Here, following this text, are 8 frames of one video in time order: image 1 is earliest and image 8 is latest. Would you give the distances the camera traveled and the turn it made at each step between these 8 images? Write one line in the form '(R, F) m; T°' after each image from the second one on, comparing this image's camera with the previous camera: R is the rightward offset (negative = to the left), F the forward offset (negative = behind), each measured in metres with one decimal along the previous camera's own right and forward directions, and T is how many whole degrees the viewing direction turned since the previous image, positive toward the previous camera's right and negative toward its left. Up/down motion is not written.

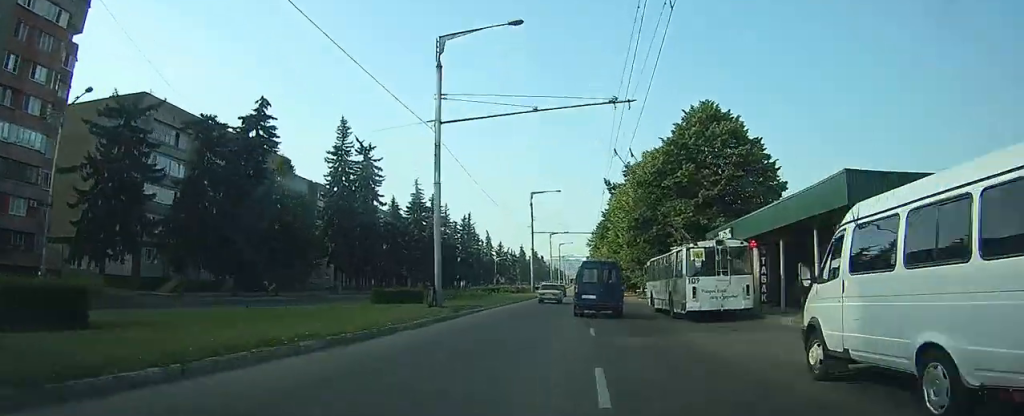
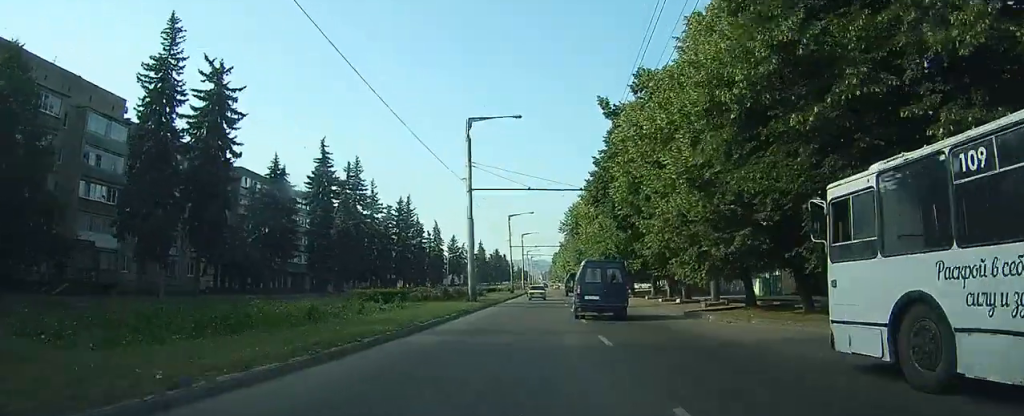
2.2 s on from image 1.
(+0.2, +29.7) m; +2°
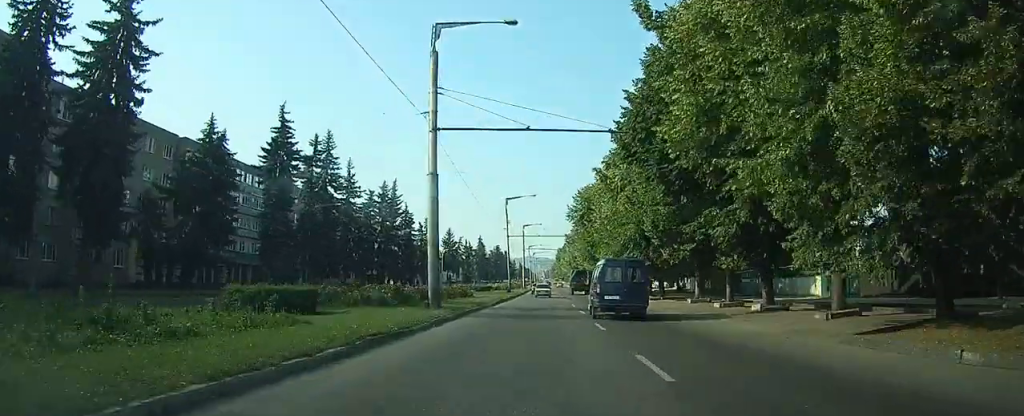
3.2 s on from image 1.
(+0.1, +13.4) m; 0°
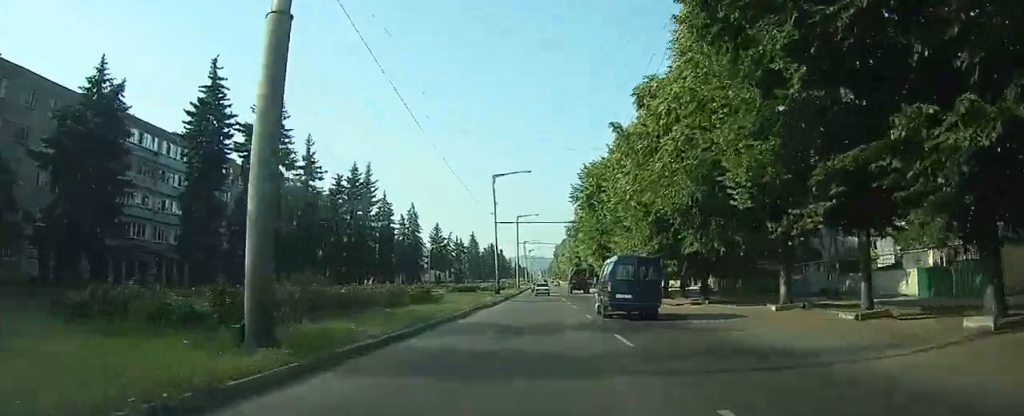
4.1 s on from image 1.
(0.0, +13.2) m; 0°
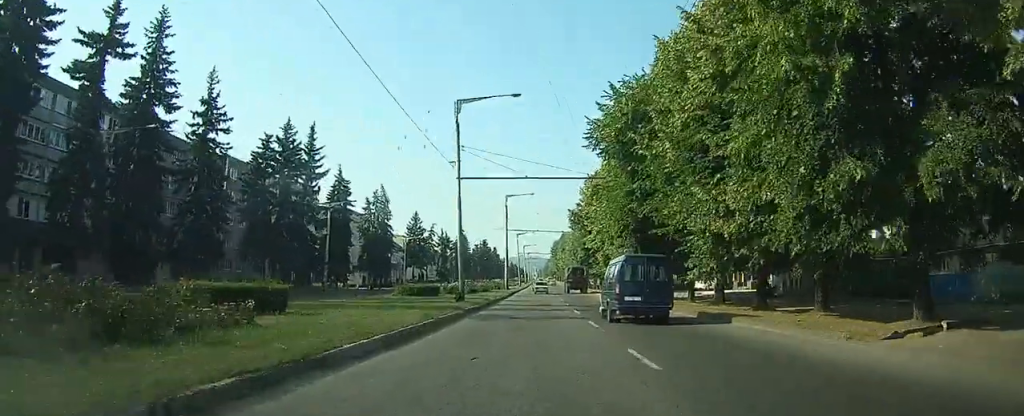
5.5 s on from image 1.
(0.0, +20.3) m; 0°
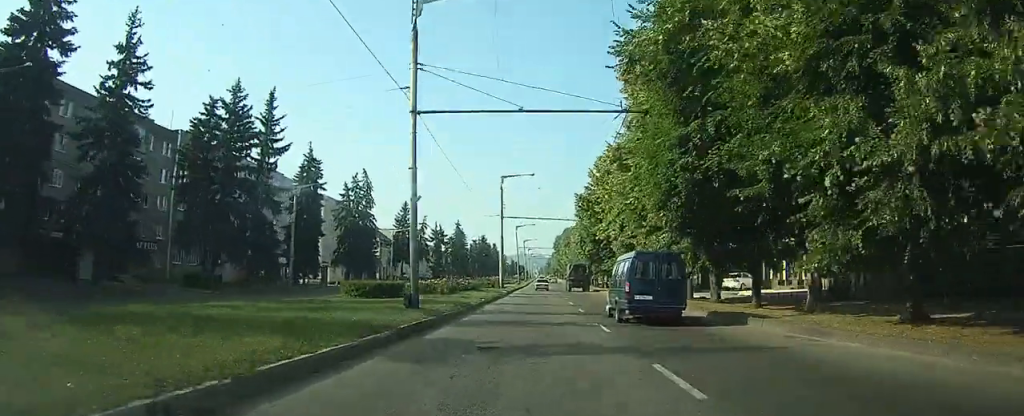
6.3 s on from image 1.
(0.0, +10.8) m; 0°
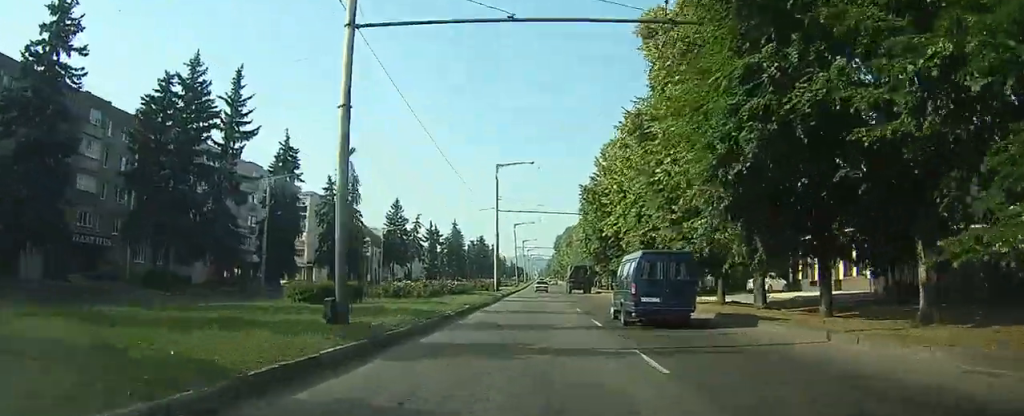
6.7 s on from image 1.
(0.0, +6.4) m; 0°
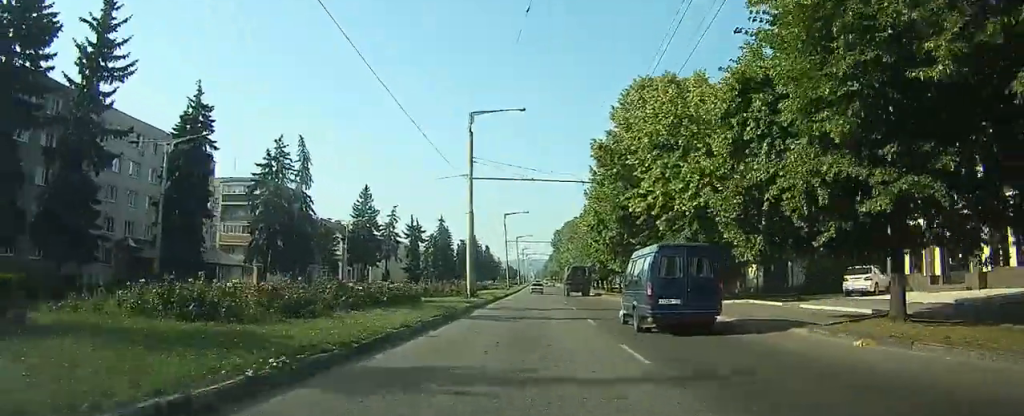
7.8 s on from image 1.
(0.0, +15.8) m; +3°
